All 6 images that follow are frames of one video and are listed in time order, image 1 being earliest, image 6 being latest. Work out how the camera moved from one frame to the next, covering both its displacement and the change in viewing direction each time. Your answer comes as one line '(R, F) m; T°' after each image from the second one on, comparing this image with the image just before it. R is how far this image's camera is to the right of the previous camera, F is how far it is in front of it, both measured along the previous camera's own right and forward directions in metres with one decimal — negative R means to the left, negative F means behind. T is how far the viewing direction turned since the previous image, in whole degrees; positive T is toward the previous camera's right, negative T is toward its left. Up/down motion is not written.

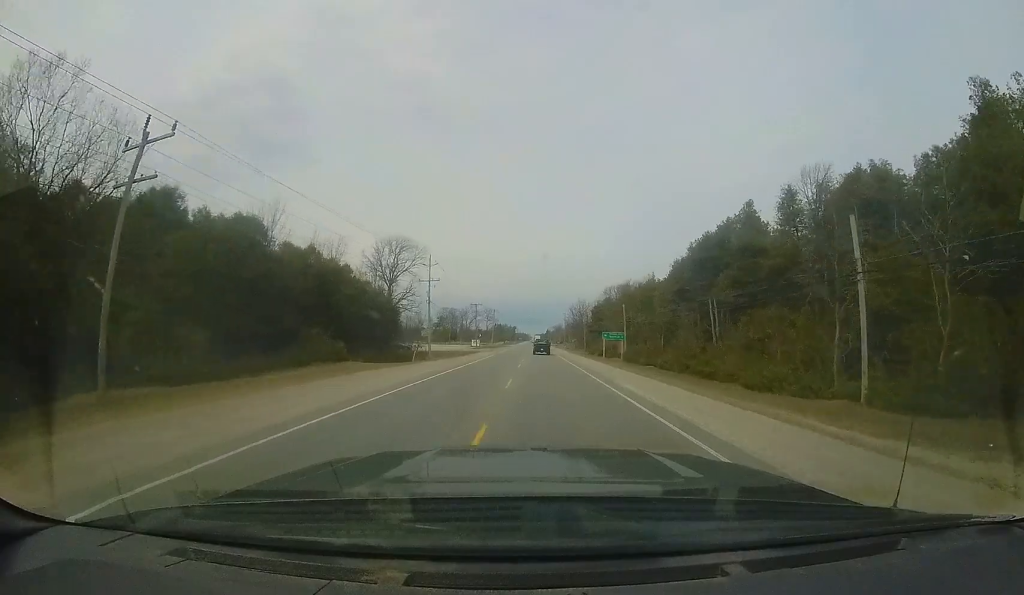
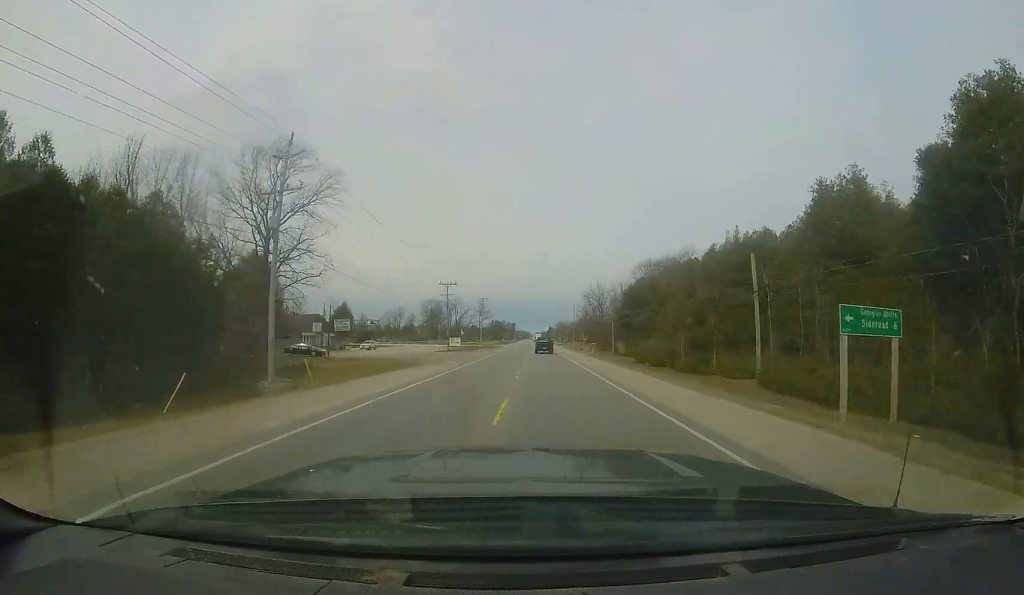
(-0.3, +32.4) m; 0°
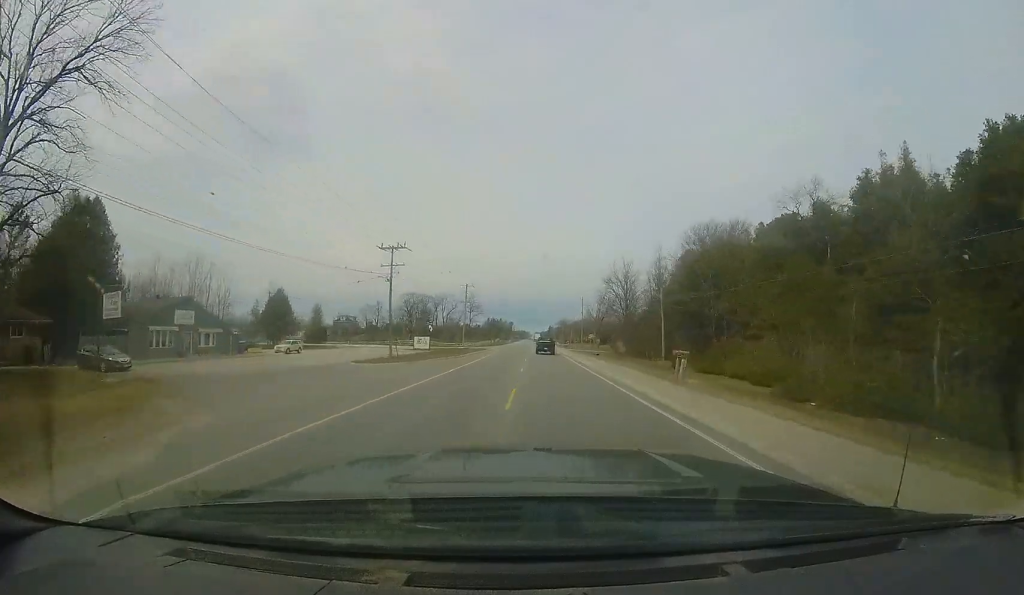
(+0.4, +24.8) m; -1°
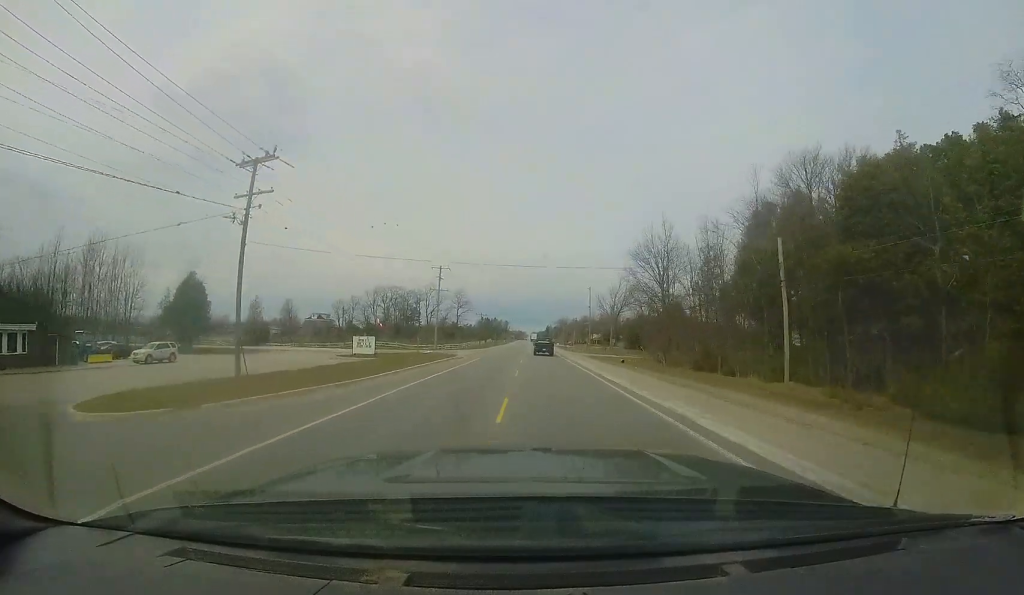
(-0.7, +20.3) m; 0°
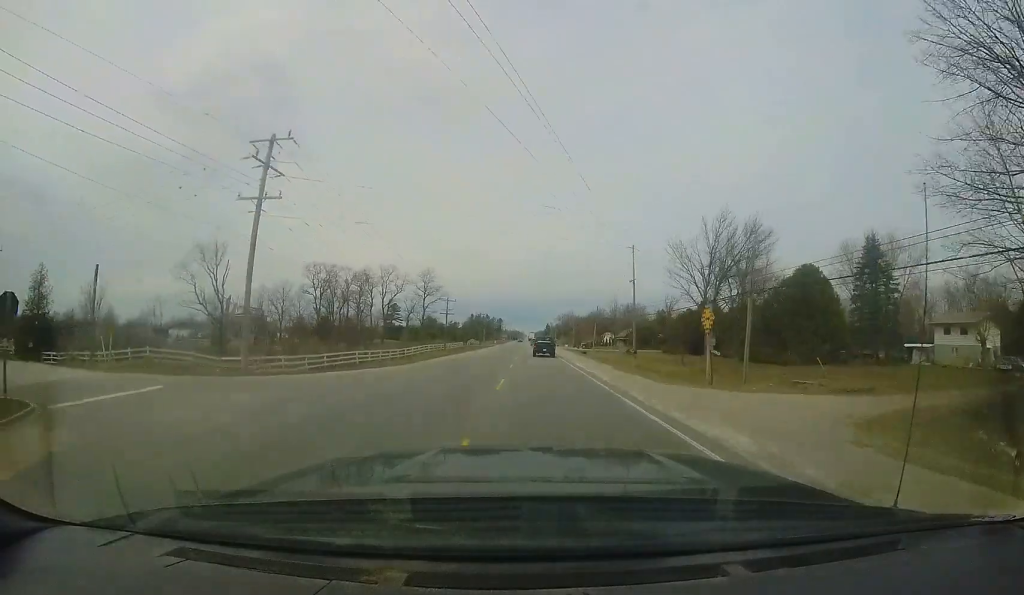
(+0.6, +40.9) m; +1°
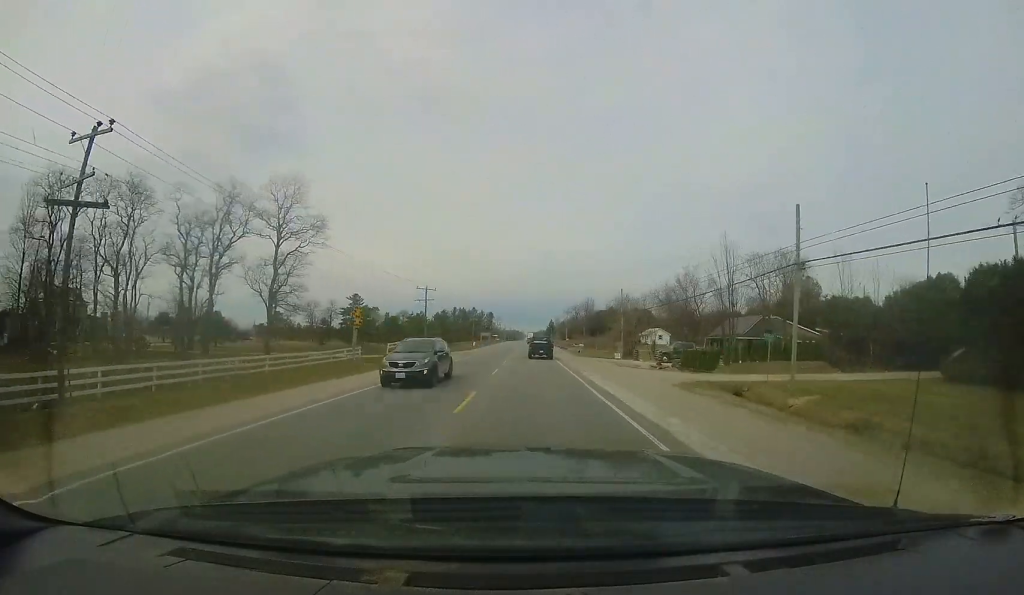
(+0.5, +57.8) m; +1°
